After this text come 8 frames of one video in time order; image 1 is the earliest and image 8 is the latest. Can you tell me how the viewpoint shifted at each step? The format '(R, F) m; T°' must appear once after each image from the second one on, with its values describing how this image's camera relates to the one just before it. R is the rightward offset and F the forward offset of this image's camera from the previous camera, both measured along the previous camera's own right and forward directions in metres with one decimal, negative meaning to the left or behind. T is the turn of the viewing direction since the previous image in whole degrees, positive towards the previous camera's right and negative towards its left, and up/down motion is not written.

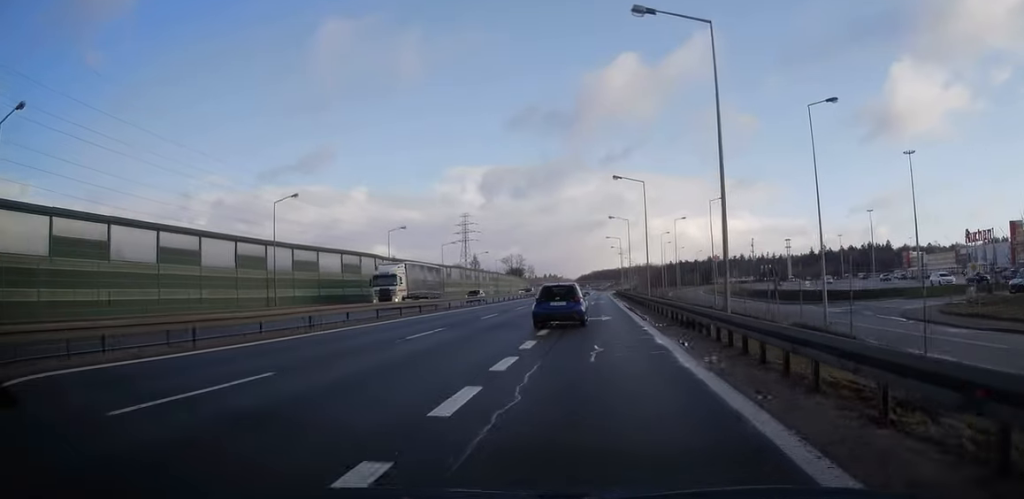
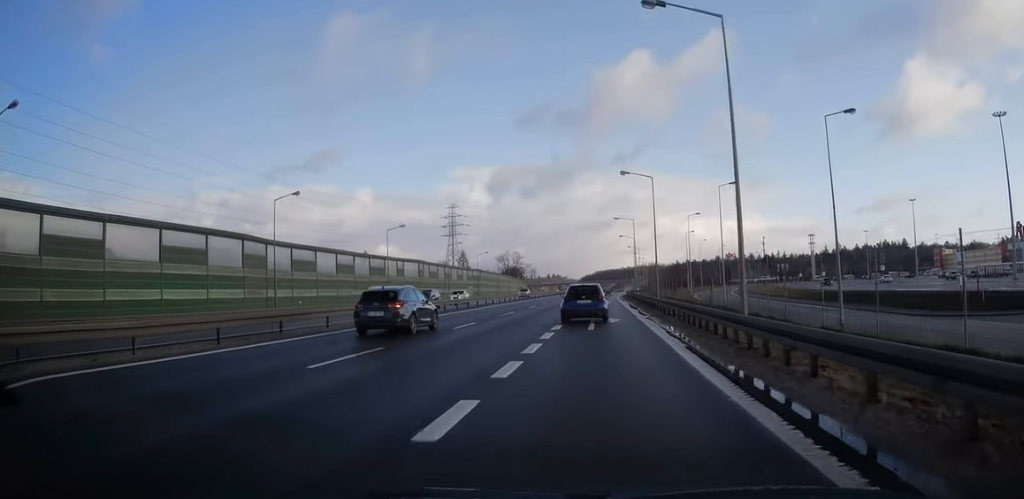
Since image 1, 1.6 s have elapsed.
(-0.1, +31.2) m; 0°
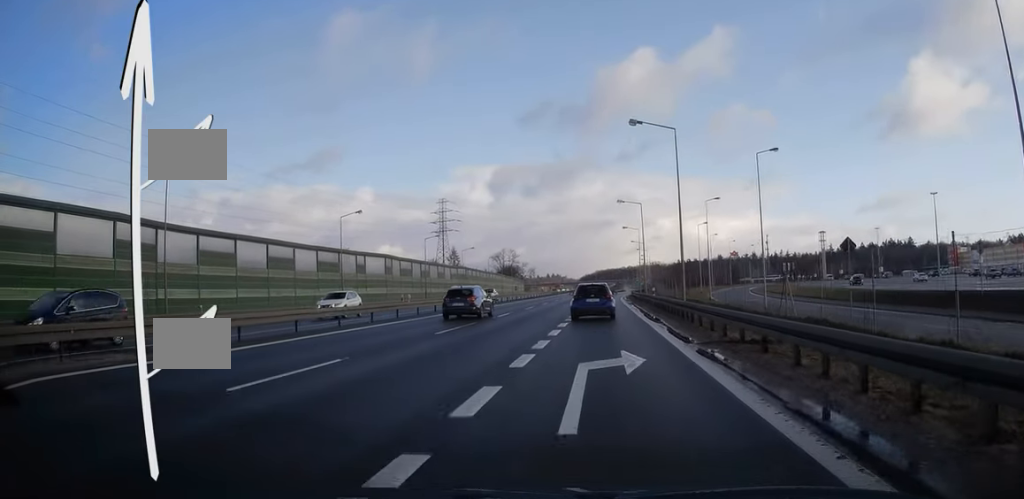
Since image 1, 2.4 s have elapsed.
(0.0, +14.8) m; 0°
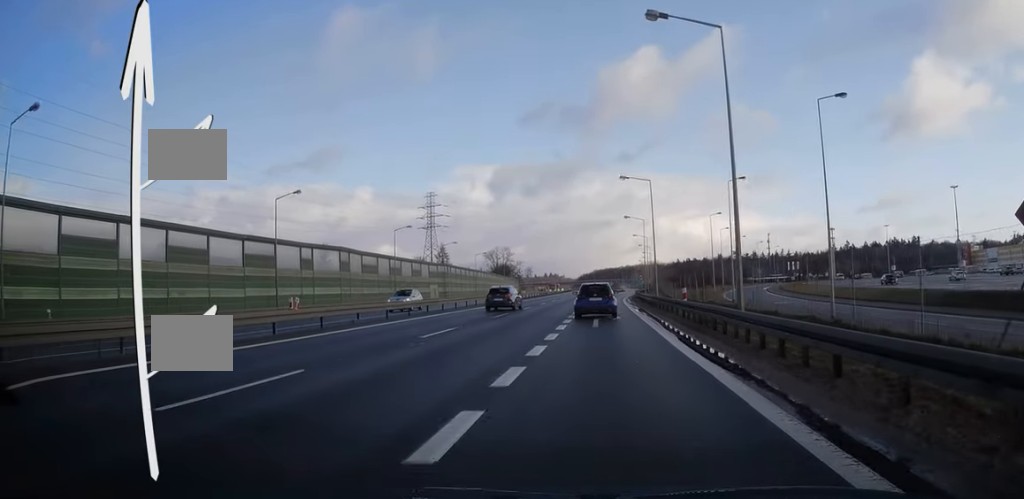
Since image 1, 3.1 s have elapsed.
(0.0, +13.7) m; 0°
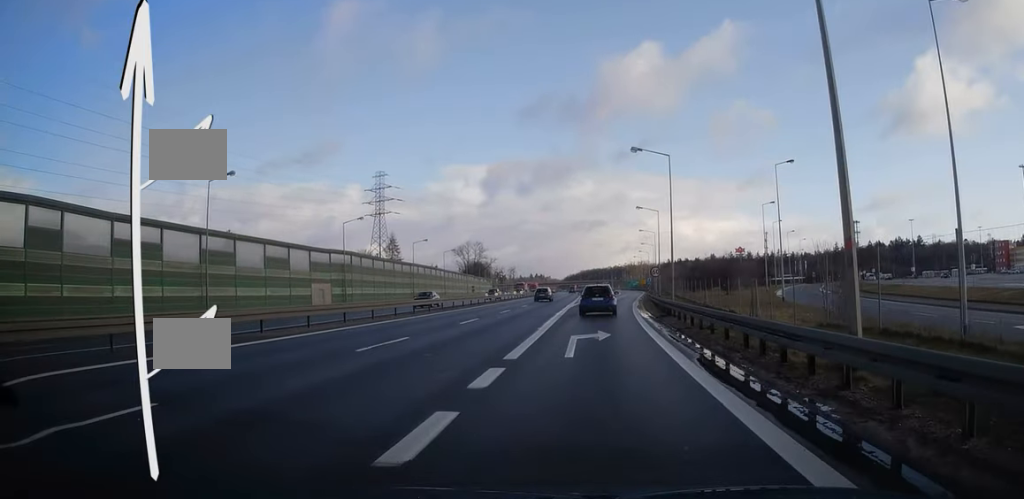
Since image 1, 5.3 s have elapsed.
(+0.4, +39.3) m; +1°
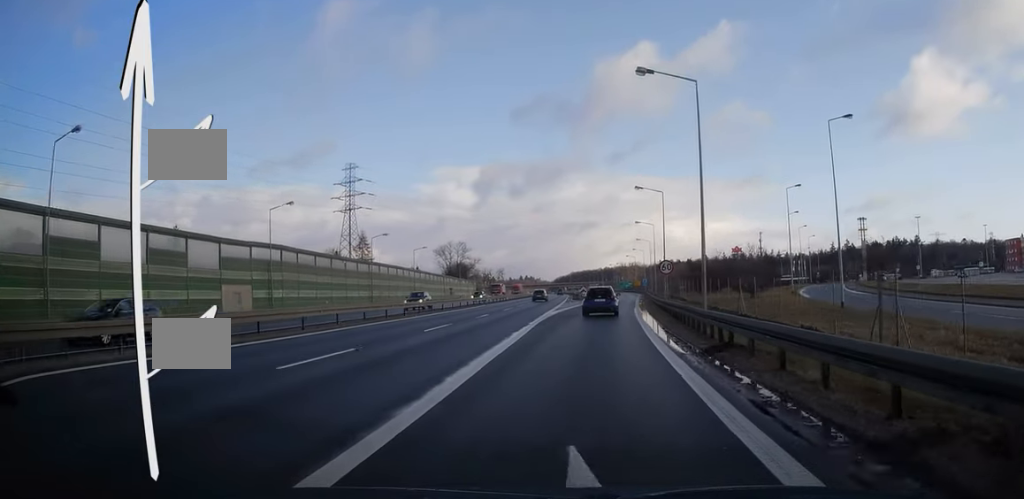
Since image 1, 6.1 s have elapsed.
(0.0, +14.9) m; +1°
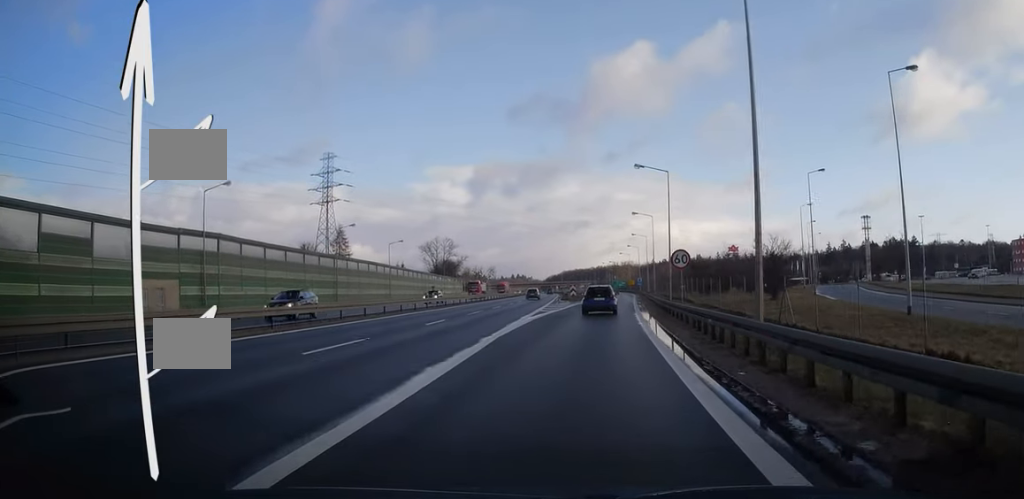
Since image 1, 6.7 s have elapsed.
(+0.1, +9.5) m; +1°
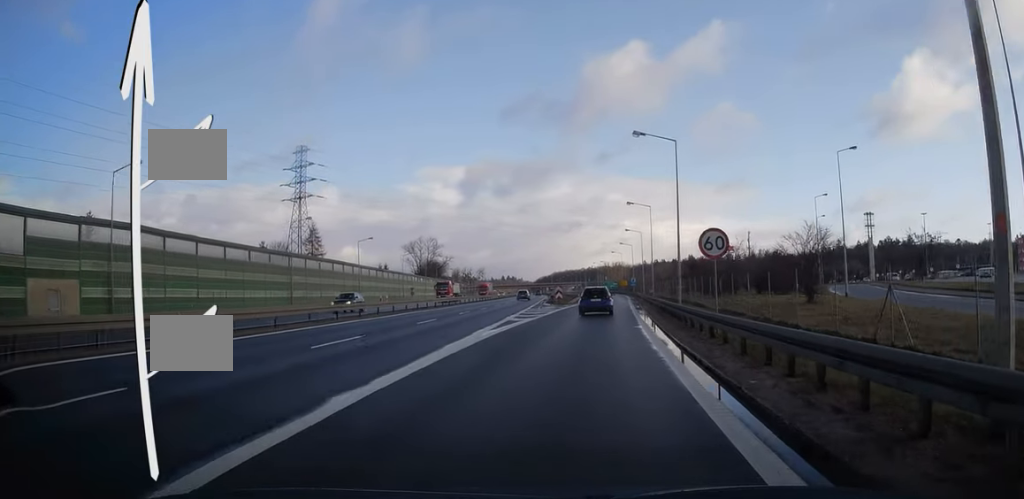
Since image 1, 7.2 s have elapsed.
(0.0, +9.8) m; +1°
